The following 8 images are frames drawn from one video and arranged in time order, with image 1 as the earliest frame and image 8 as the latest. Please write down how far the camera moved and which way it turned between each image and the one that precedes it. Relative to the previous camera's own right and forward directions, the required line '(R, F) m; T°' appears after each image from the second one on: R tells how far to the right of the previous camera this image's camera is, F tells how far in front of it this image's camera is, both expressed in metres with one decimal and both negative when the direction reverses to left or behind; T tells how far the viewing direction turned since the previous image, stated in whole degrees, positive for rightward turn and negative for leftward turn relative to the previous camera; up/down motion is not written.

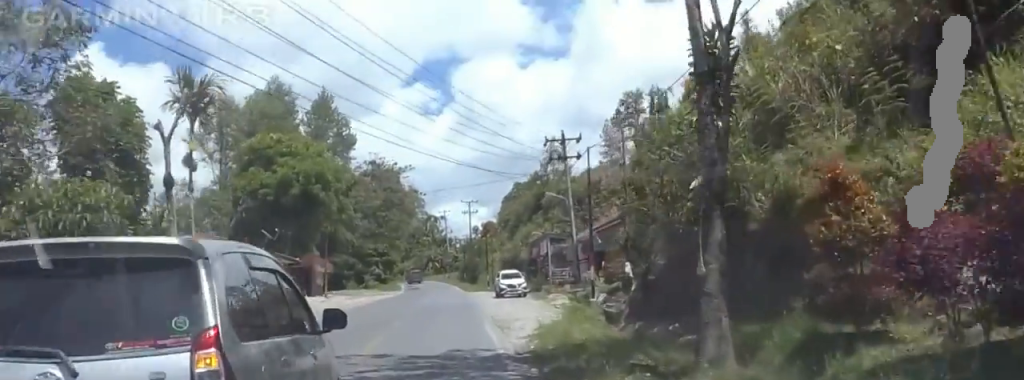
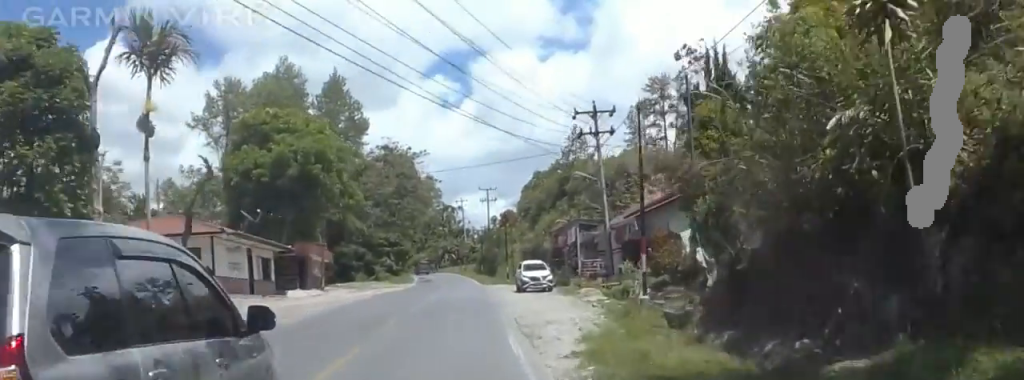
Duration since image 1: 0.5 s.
(+0.6, +8.2) m; 0°
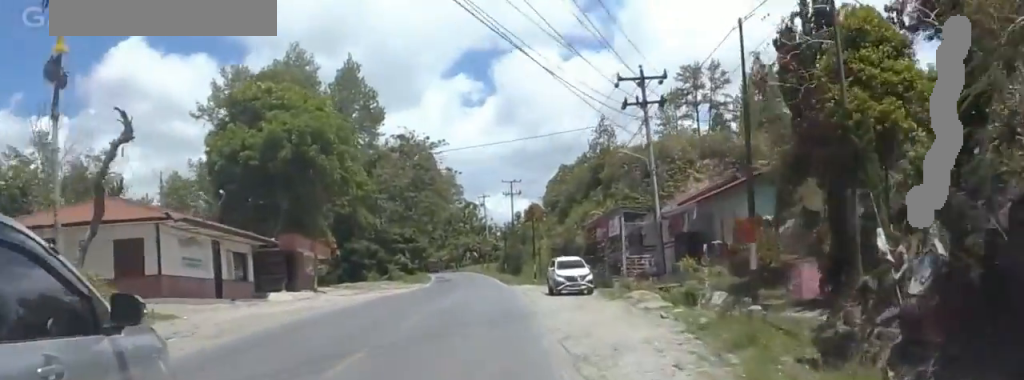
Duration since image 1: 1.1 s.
(+0.6, +9.4) m; 0°
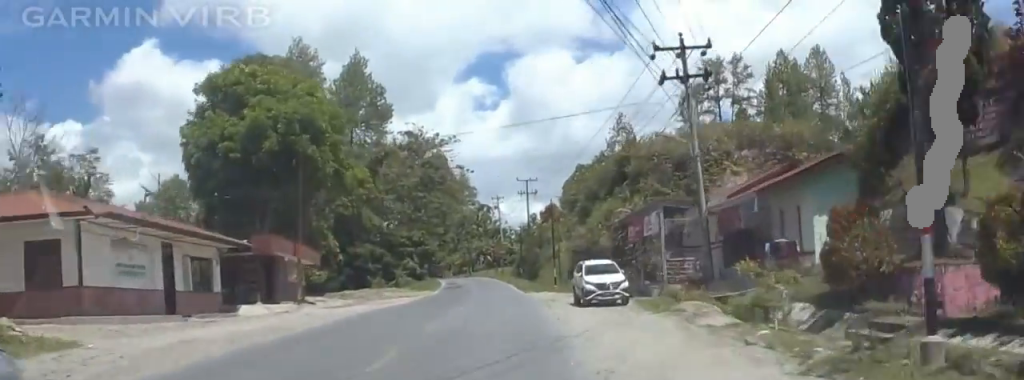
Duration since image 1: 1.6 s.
(-0.6, +7.0) m; 0°
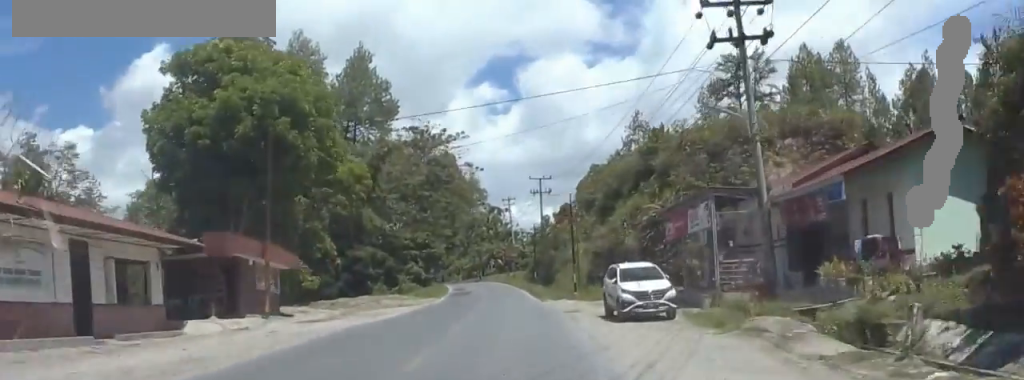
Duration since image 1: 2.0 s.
(-0.6, +7.0) m; 0°
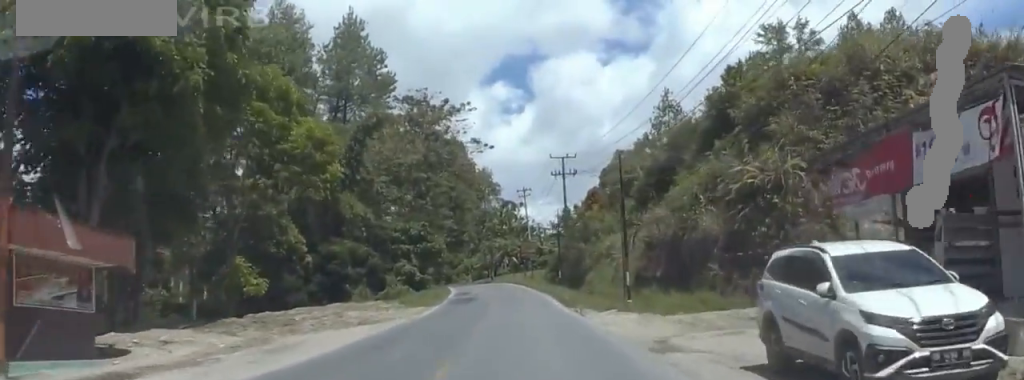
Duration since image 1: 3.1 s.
(+1.3, +17.3) m; 0°
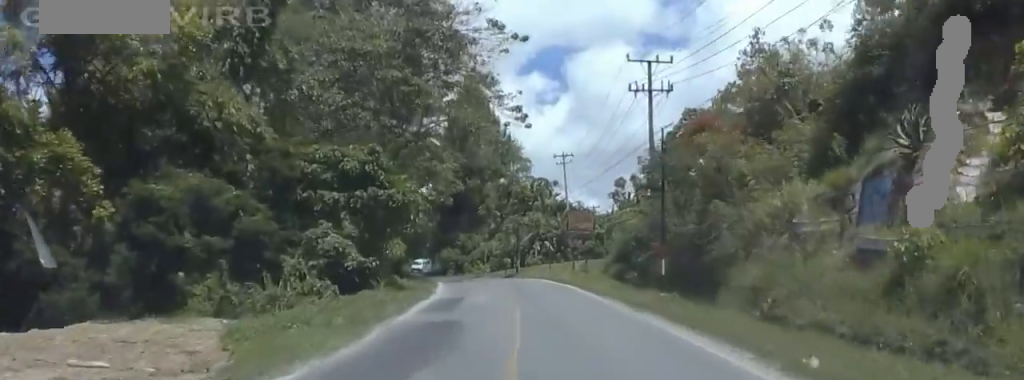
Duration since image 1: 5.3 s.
(-3.3, +35.2) m; -6°
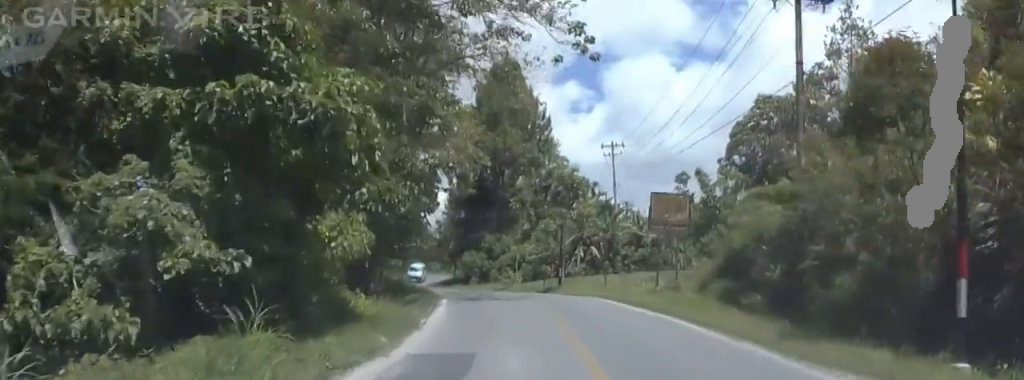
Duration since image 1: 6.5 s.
(0.0, +19.1) m; +1°
